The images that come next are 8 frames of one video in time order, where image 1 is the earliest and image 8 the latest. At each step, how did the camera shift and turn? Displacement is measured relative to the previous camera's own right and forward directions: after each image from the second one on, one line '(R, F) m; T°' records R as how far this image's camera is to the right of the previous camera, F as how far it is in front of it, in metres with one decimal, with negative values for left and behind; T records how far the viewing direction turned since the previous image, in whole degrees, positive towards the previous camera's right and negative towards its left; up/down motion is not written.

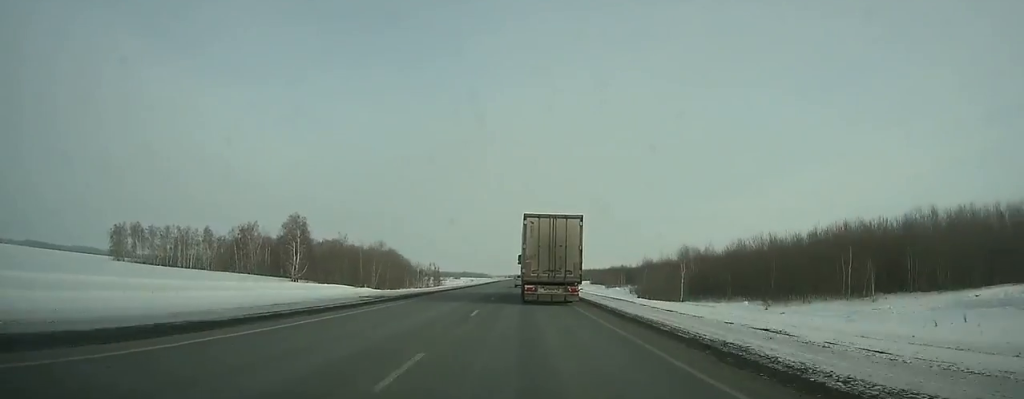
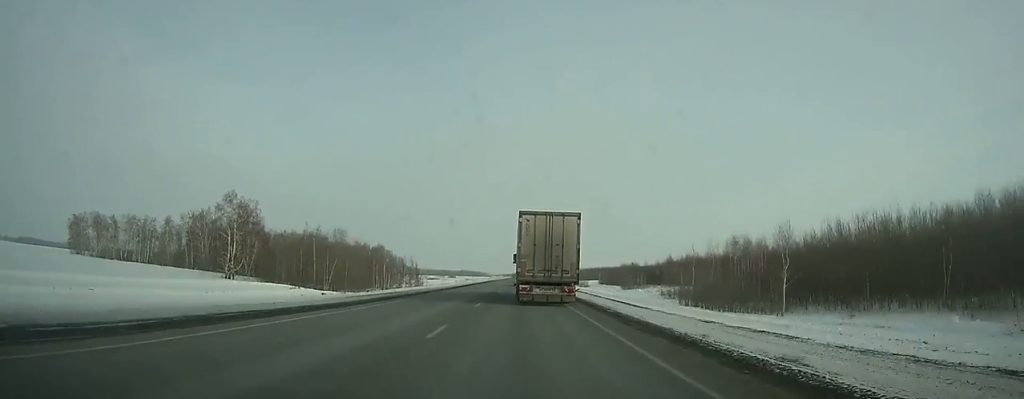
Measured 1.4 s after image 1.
(0.0, +30.3) m; 0°
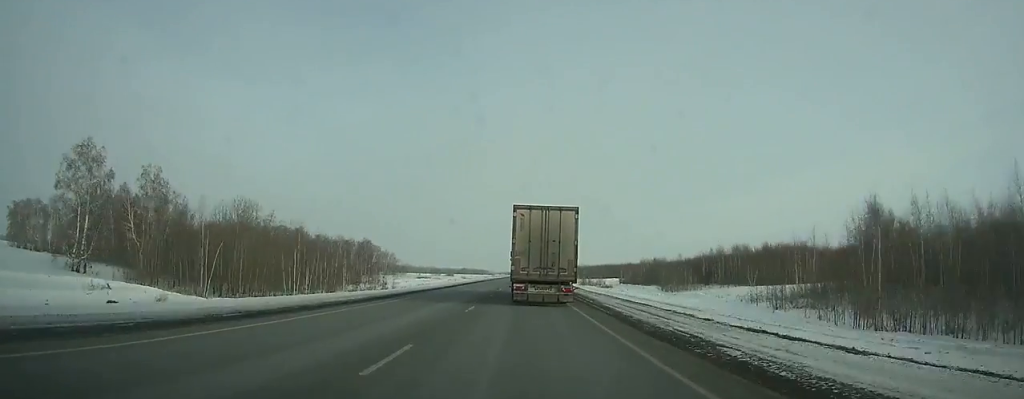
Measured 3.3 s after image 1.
(0.0, +41.0) m; 0°
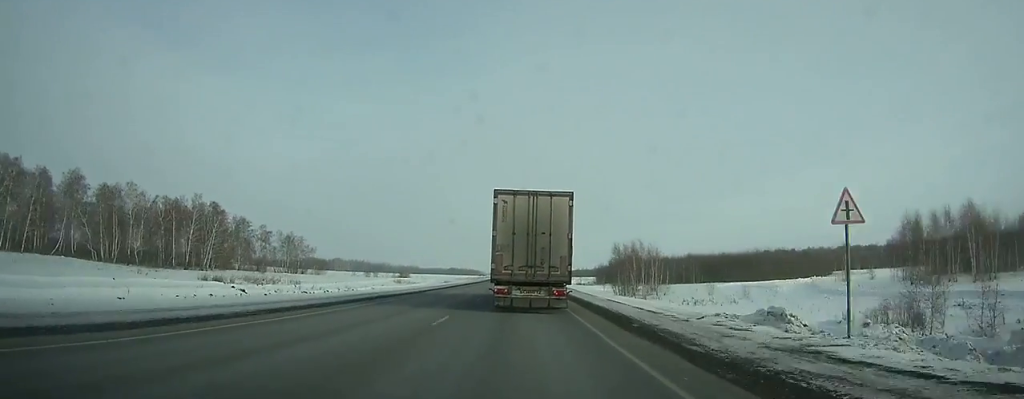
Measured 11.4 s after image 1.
(0.0, +172.8) m; 0°
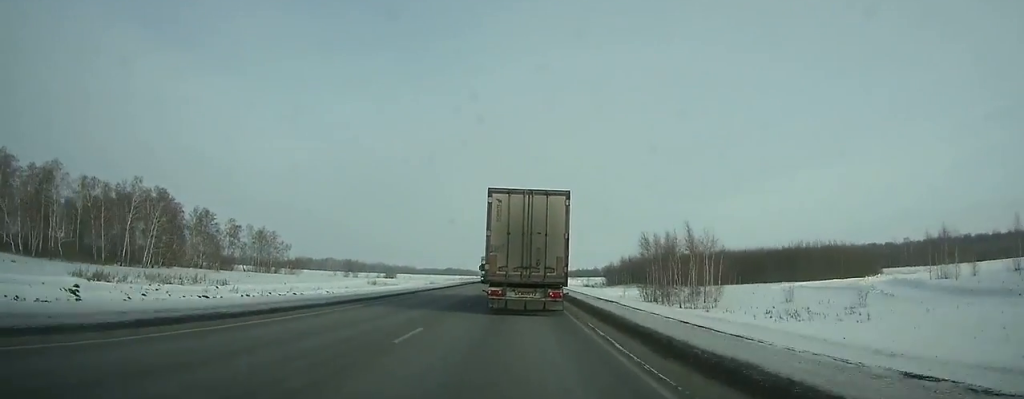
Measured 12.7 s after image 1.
(+0.1, +27.7) m; 0°
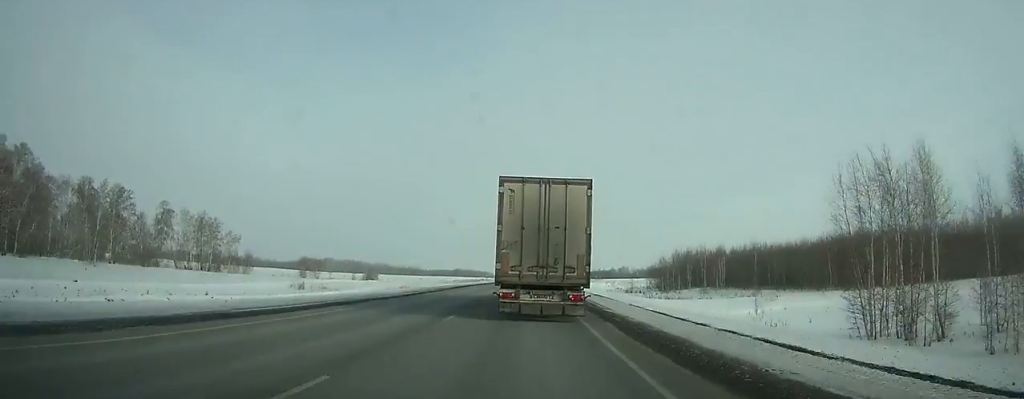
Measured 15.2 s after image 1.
(-0.4, +53.5) m; 0°
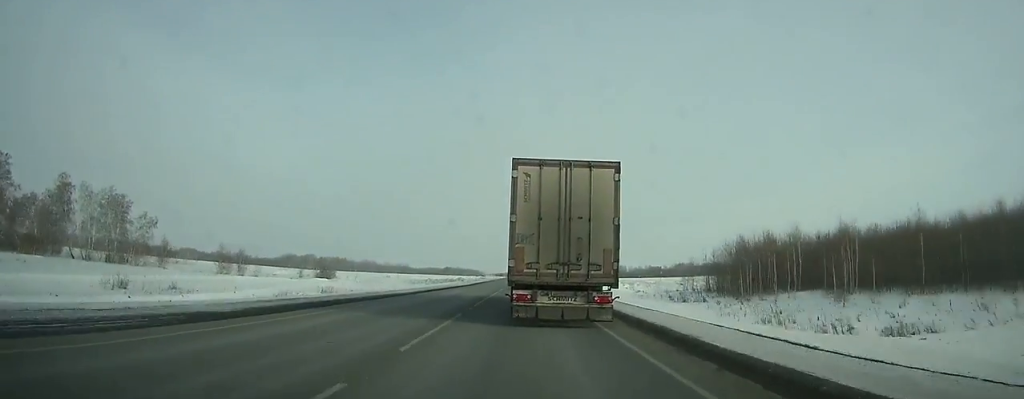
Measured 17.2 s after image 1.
(+0.2, +43.5) m; 0°
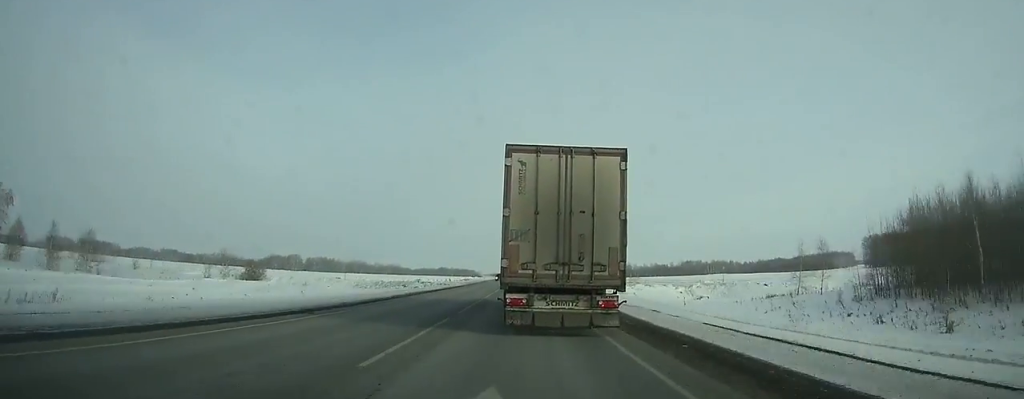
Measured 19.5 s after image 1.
(-0.1, +50.9) m; 0°
